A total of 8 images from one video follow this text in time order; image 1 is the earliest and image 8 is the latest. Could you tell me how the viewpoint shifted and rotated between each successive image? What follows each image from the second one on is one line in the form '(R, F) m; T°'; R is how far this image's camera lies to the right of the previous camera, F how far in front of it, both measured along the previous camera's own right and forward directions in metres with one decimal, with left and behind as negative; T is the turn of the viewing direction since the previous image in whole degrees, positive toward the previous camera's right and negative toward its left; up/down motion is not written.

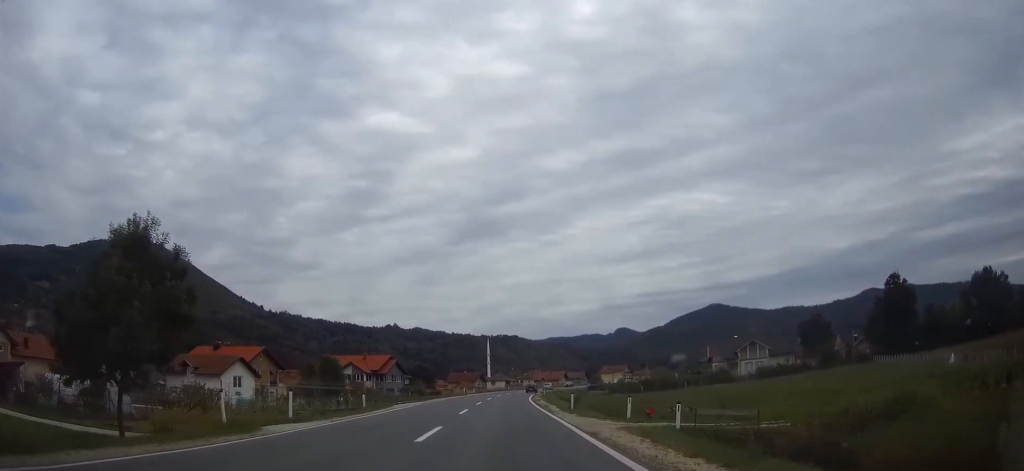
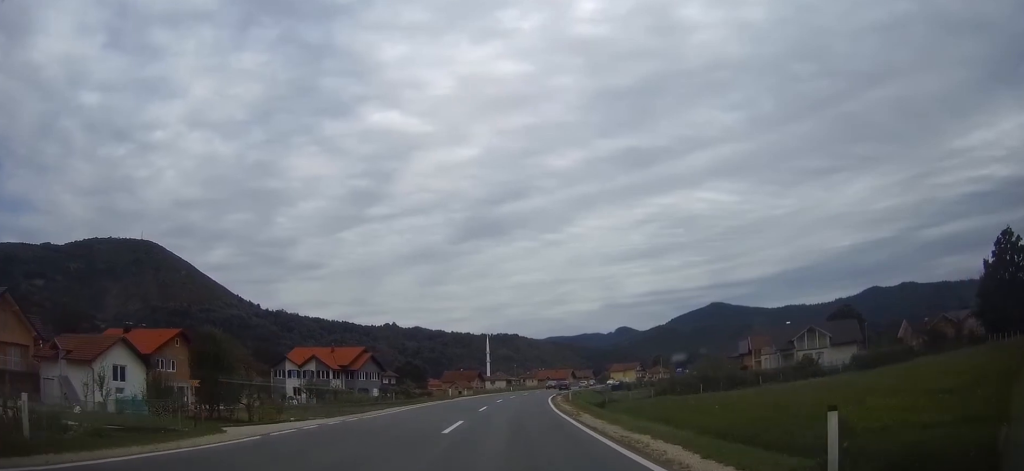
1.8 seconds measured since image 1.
(-0.2, +27.1) m; -1°
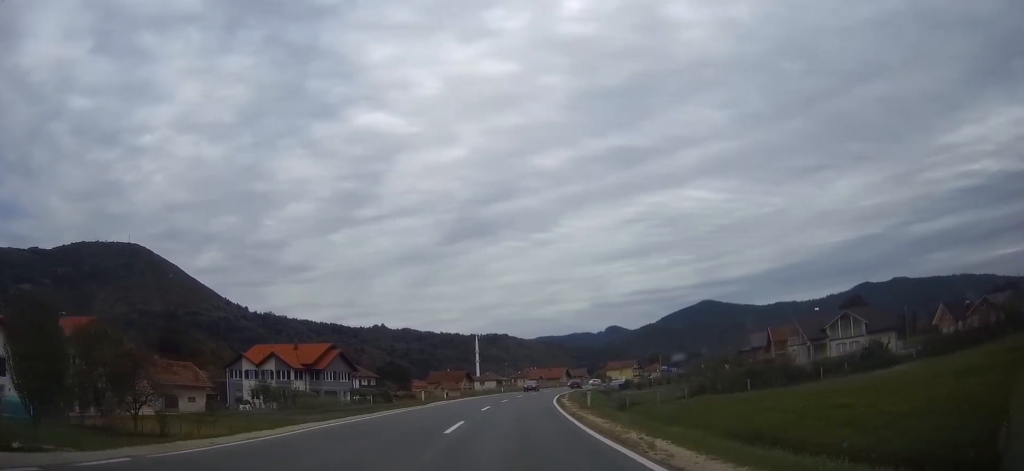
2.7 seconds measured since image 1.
(0.0, +15.2) m; +1°
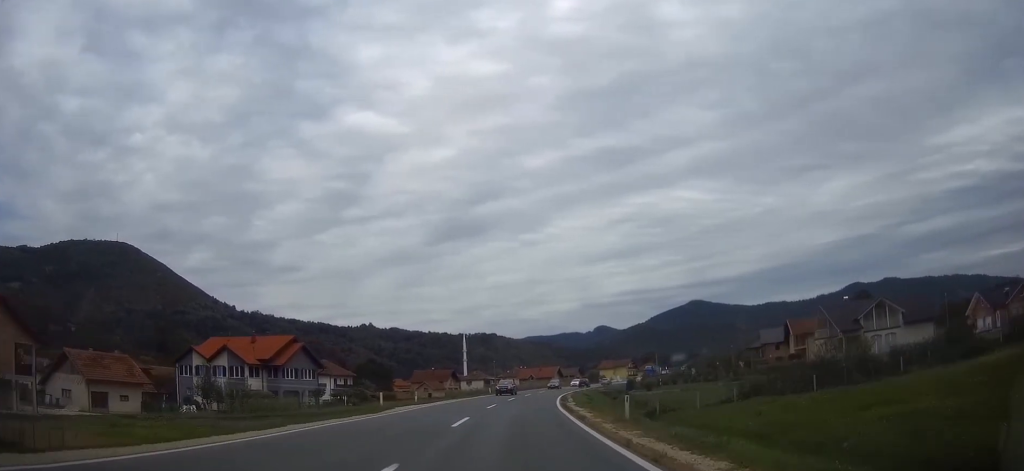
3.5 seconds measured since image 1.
(+0.1, +13.0) m; +1°
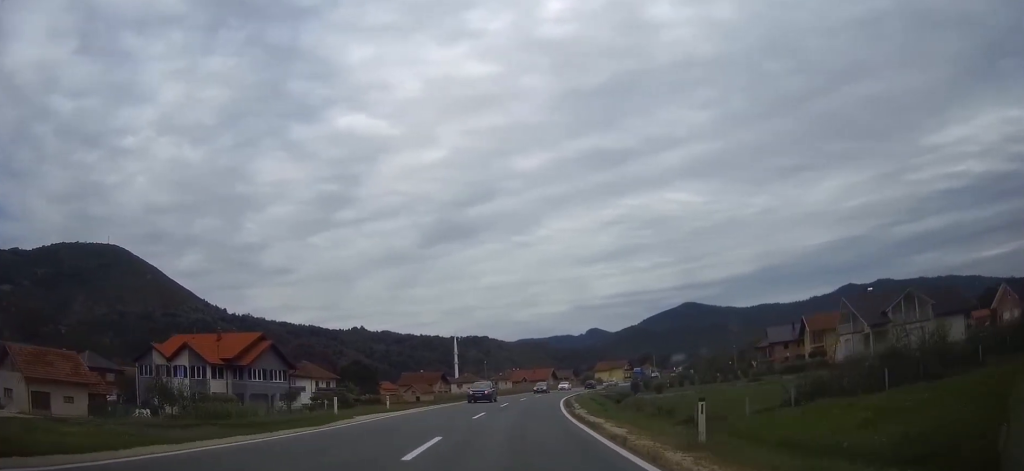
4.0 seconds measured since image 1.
(+0.1, +8.7) m; +1°
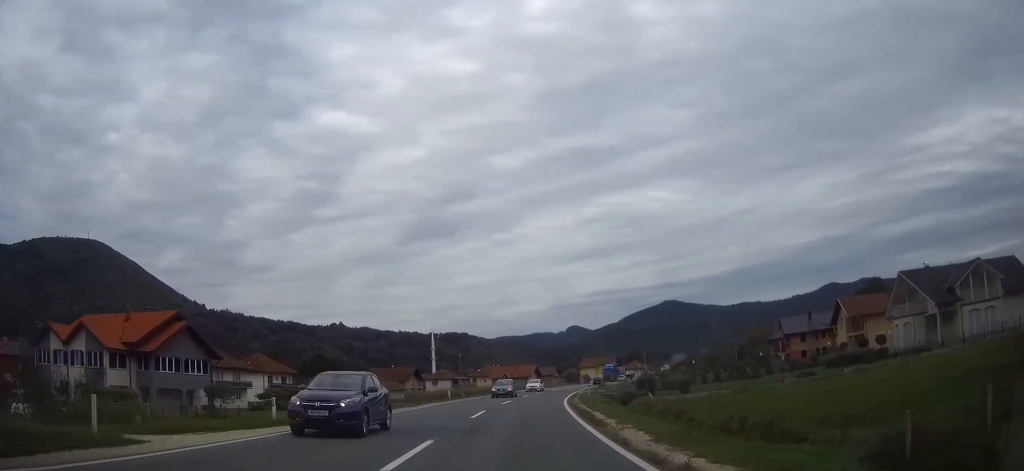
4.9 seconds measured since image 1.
(+0.2, +16.9) m; +2°
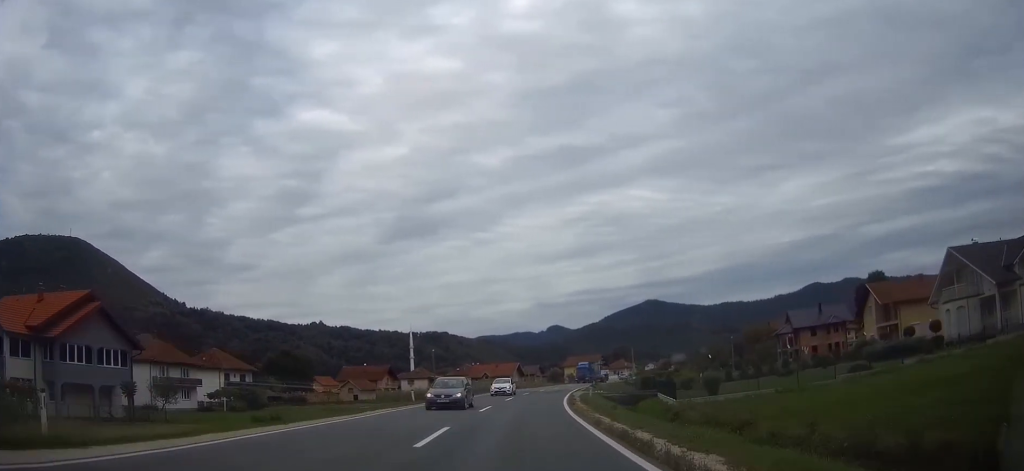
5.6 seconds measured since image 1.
(+0.1, +11.7) m; +1°
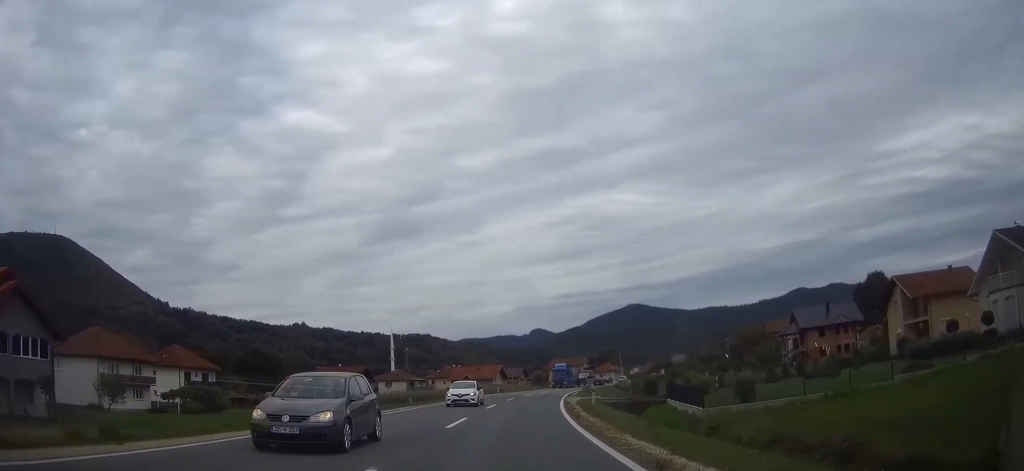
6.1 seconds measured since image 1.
(+0.1, +8.7) m; +1°
